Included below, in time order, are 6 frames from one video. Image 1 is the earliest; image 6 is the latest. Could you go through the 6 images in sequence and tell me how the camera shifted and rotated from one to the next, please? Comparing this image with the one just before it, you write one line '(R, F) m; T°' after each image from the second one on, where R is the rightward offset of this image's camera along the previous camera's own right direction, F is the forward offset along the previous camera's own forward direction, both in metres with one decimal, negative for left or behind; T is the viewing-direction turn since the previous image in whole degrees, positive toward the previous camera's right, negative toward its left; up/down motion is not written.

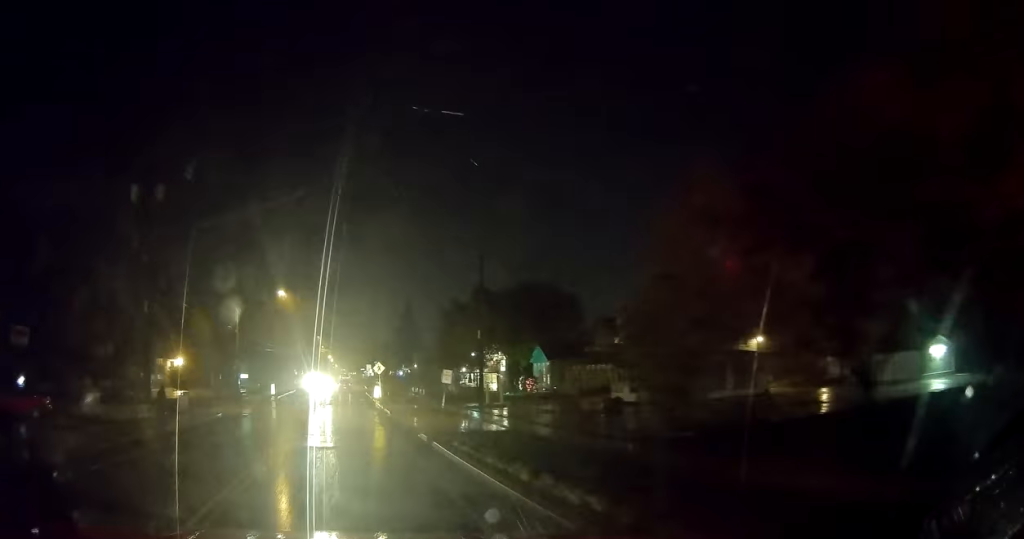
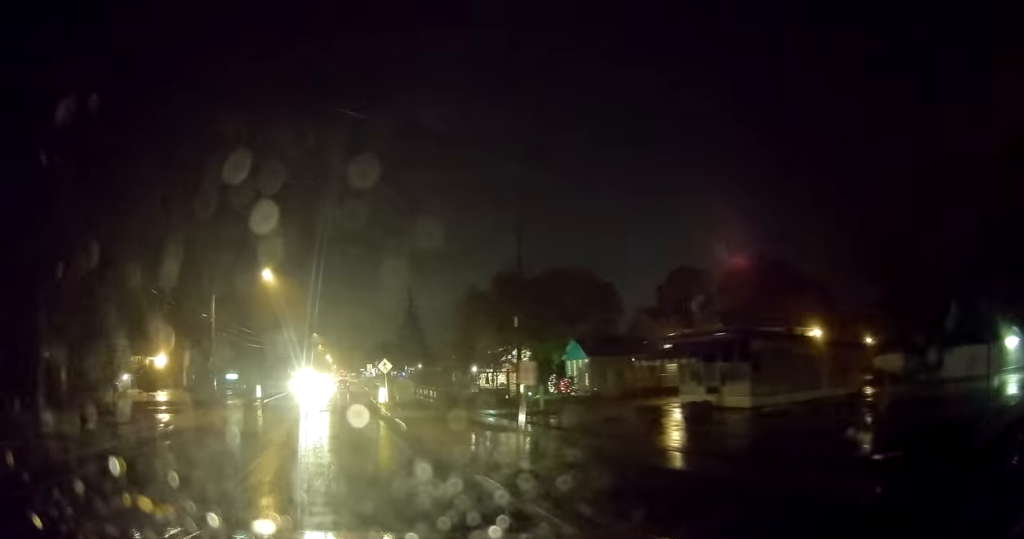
(0.0, +9.0) m; +1°
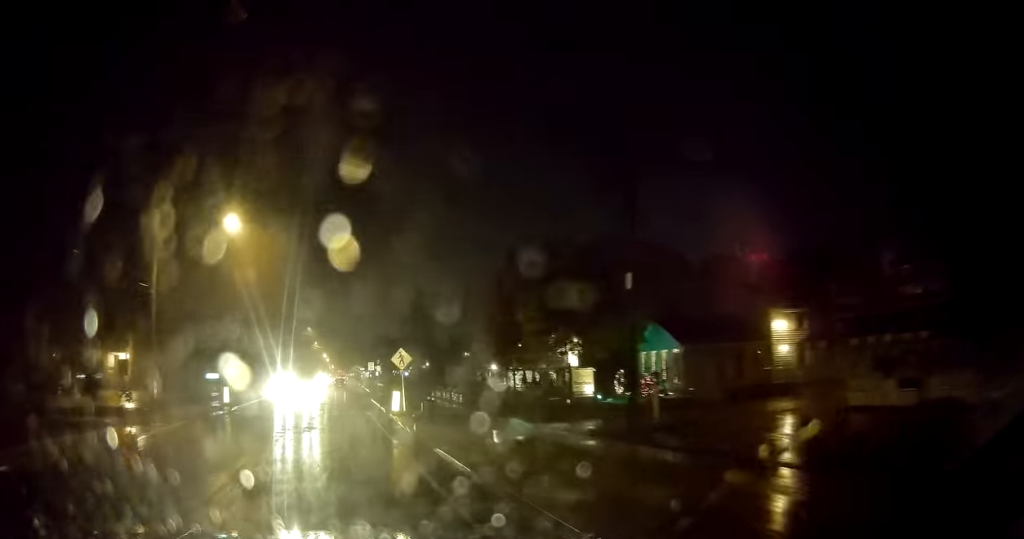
(+0.1, +13.1) m; +1°
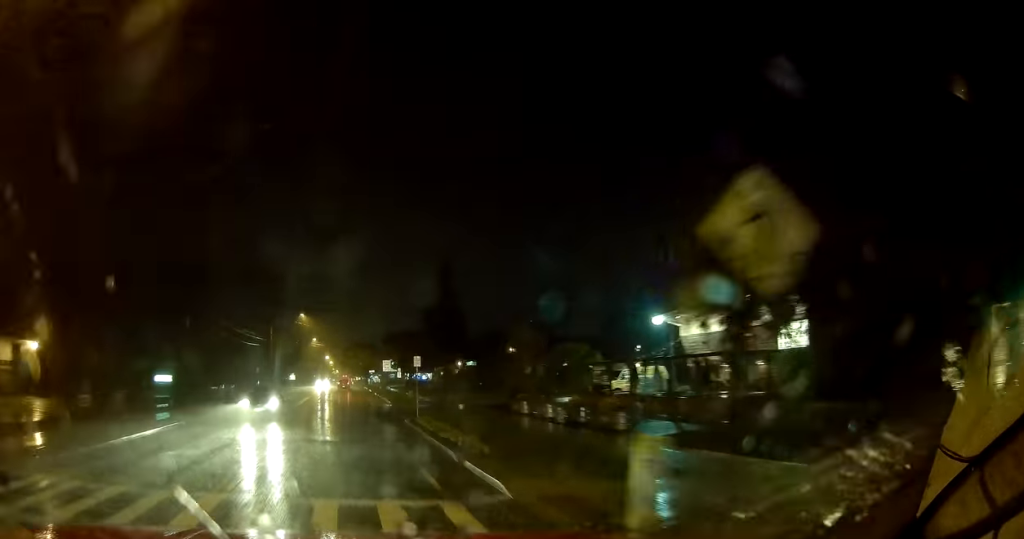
(-0.2, +24.8) m; -2°
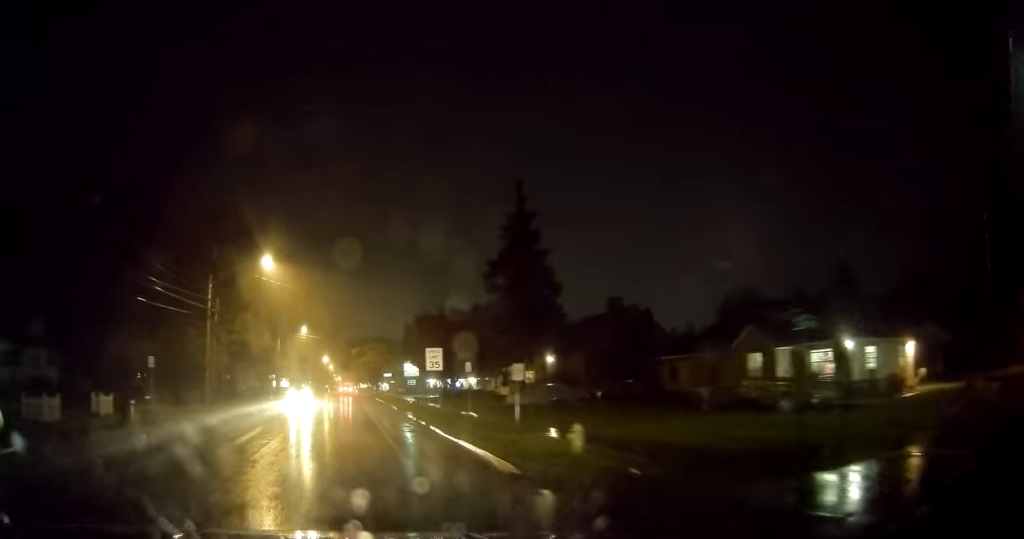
(-0.4, +34.2) m; 0°
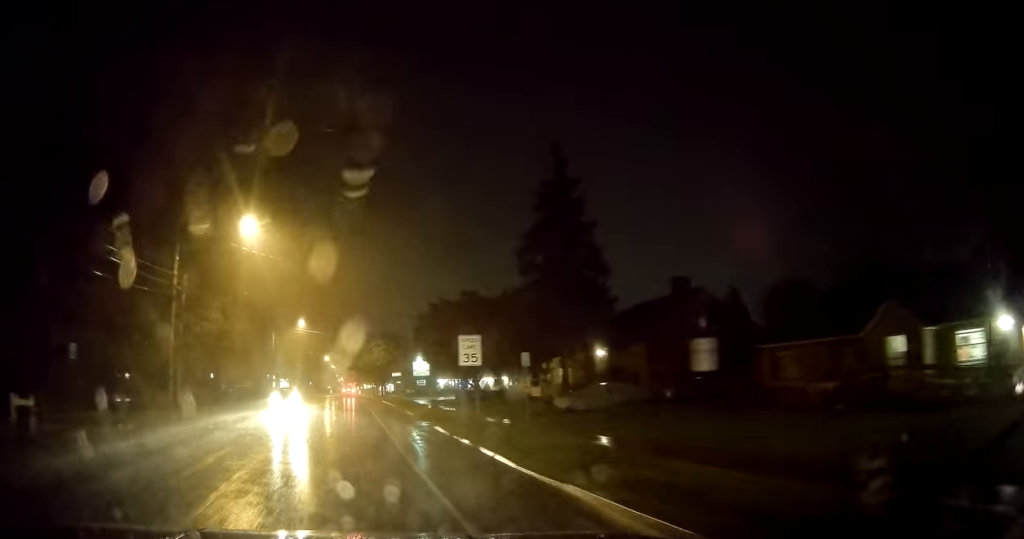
(0.0, +8.7) m; 0°
